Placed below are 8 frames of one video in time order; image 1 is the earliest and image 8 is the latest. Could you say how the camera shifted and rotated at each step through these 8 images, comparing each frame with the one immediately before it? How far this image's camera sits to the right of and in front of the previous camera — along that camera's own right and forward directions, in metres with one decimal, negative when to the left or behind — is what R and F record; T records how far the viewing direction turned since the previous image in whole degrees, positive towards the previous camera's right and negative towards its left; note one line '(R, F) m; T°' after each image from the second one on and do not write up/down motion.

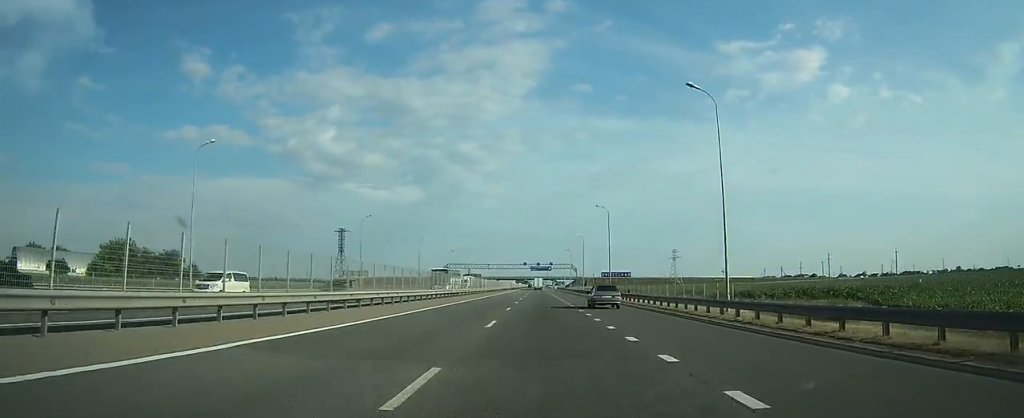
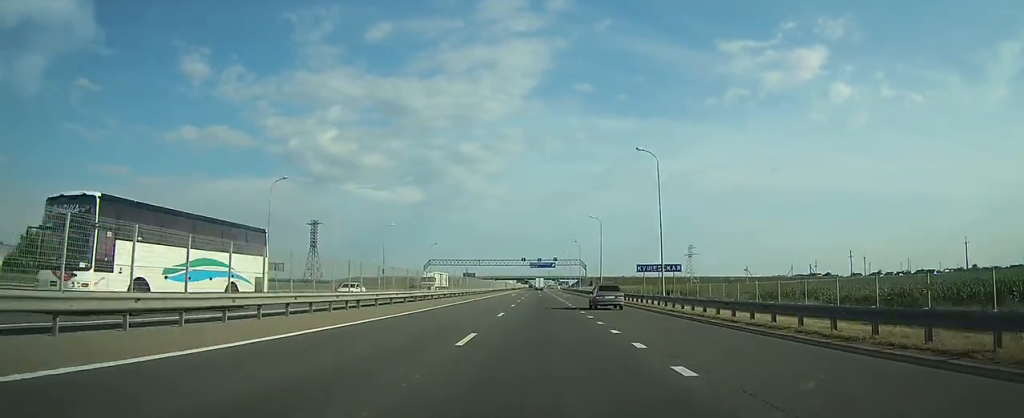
(0.0, +29.5) m; 0°
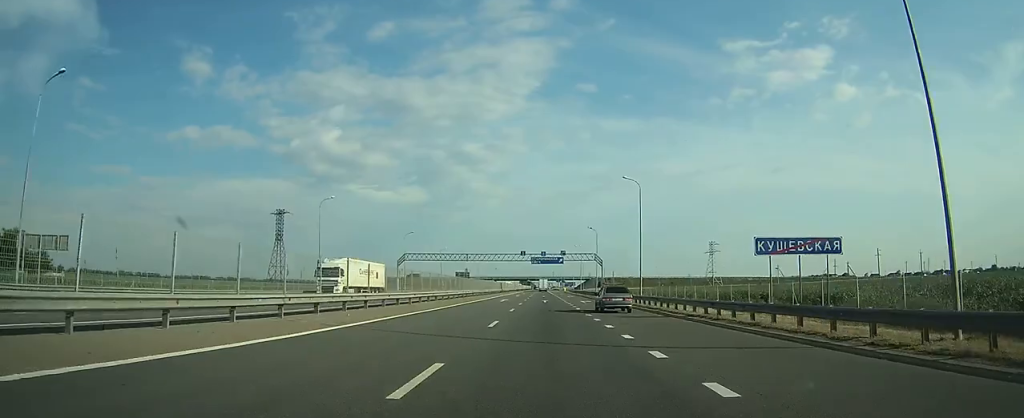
(0.0, +29.8) m; 0°
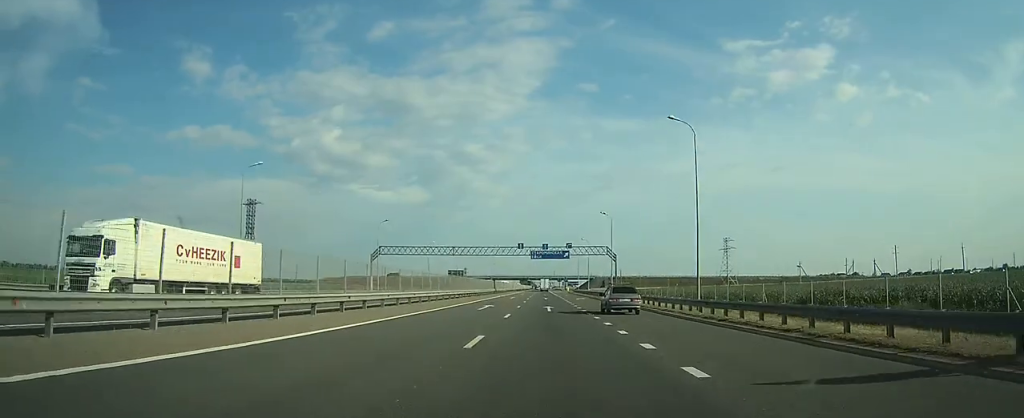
(0.0, +18.6) m; 0°
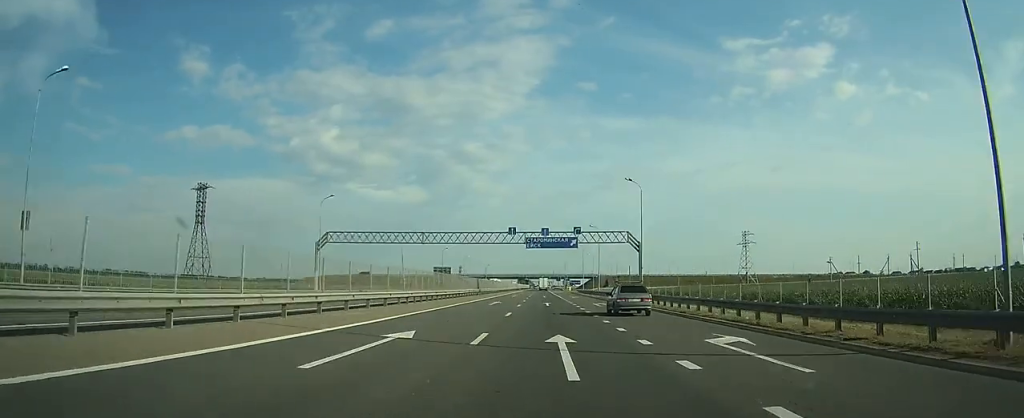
(-0.1, +23.5) m; 0°
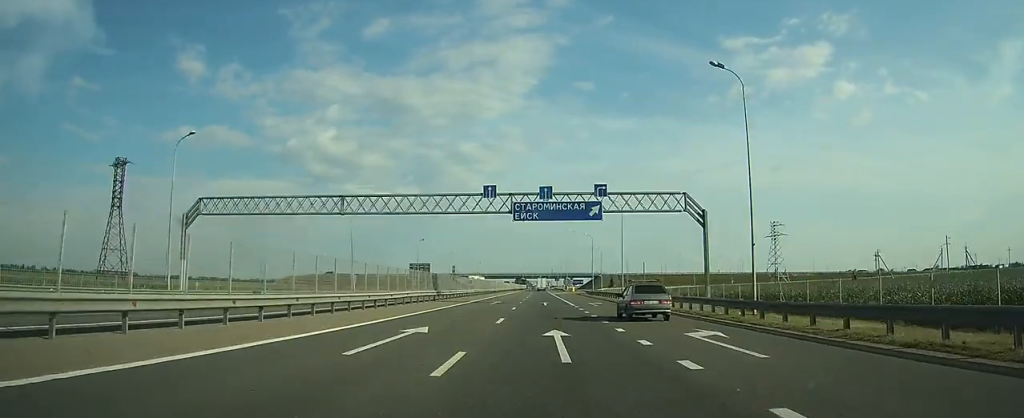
(-0.1, +28.4) m; 0°
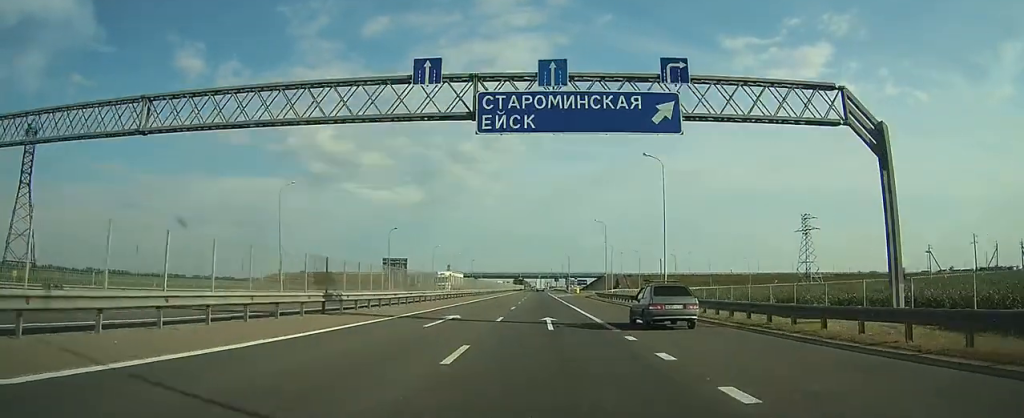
(0.0, +22.8) m; 0°
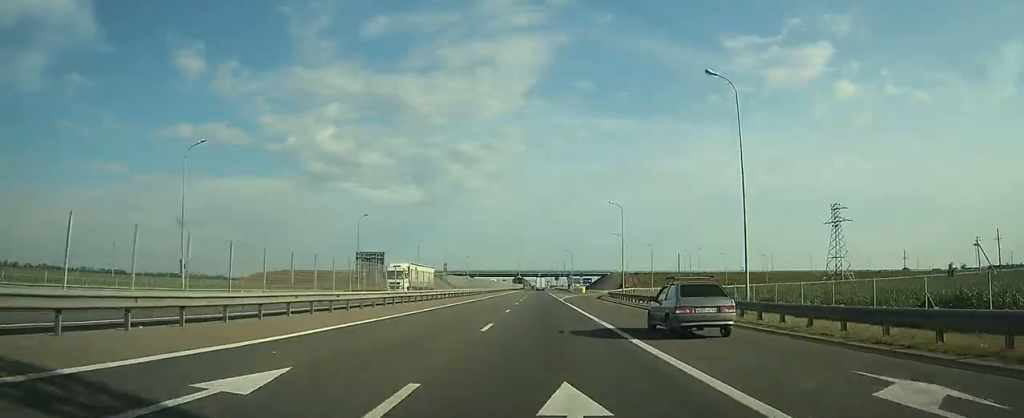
(0.0, +17.1) m; 0°
